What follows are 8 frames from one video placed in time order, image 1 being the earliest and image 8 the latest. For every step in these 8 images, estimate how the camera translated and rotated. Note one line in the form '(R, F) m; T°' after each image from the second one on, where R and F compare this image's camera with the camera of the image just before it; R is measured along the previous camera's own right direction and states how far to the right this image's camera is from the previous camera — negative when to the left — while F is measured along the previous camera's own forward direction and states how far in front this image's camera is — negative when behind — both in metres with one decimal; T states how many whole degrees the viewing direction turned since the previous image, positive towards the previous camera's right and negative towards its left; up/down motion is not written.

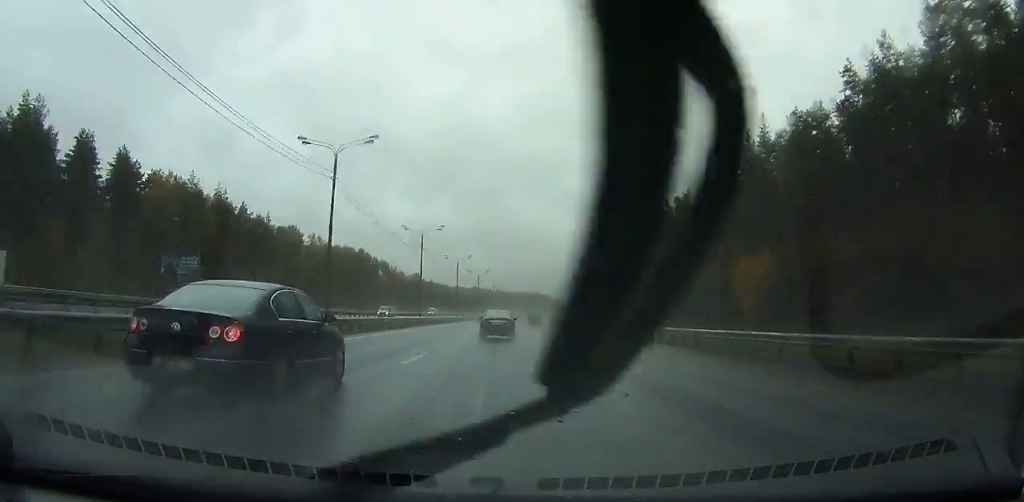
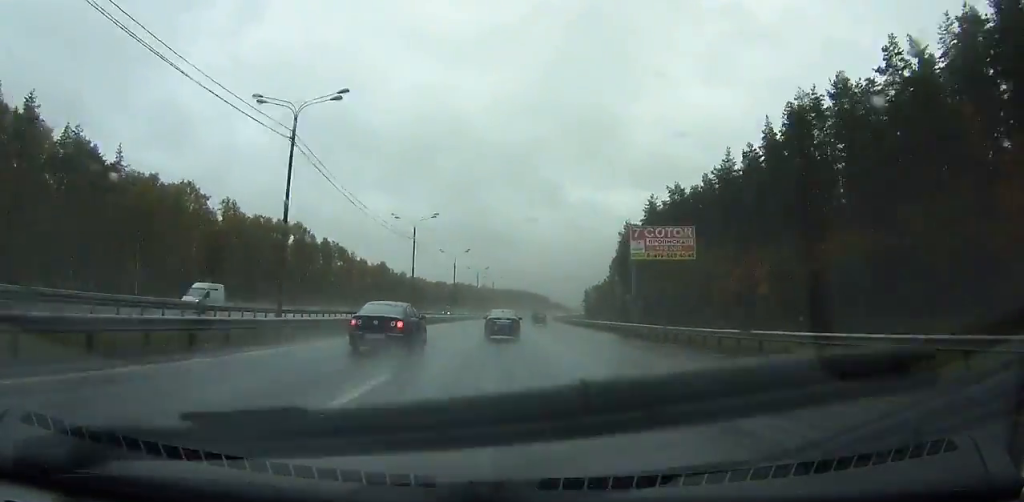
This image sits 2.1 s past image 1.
(+1.3, +52.3) m; +2°
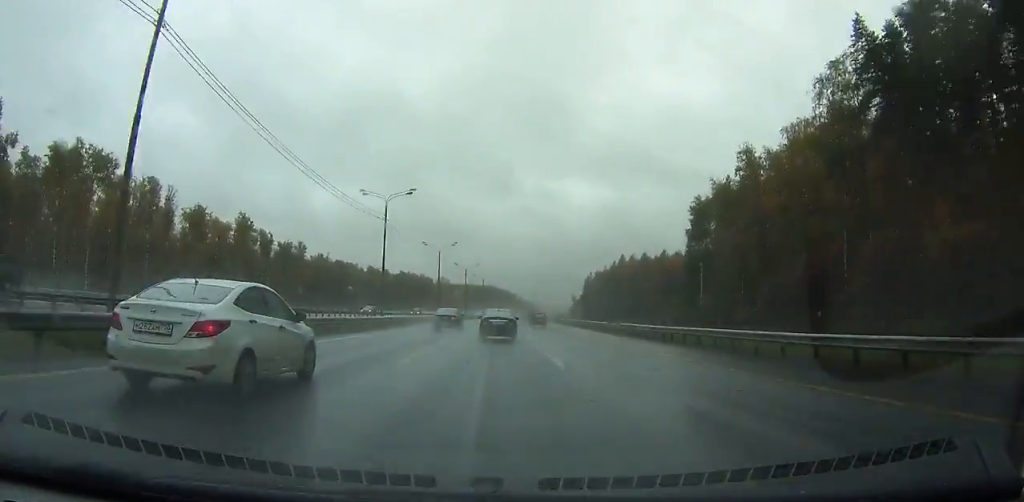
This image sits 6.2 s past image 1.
(+2.3, +103.6) m; +3°
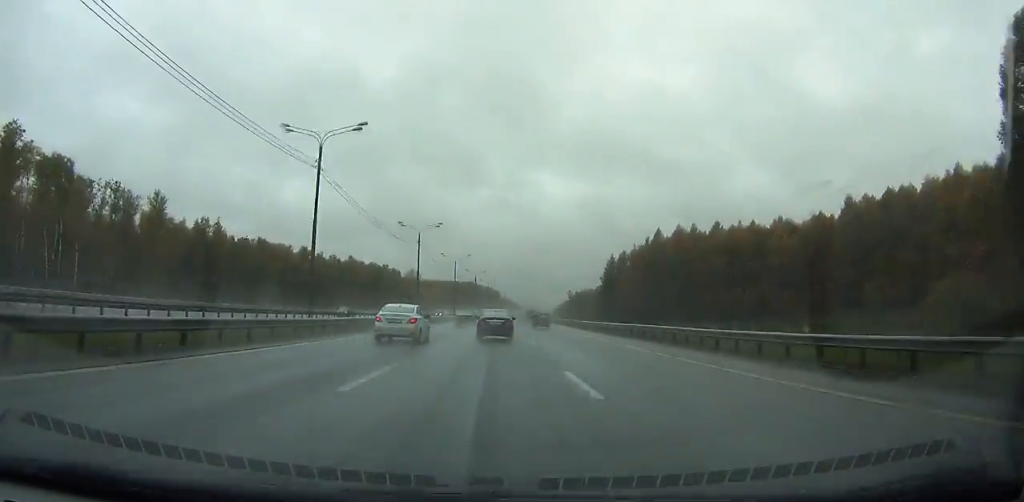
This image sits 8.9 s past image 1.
(+2.0, +69.0) m; +2°
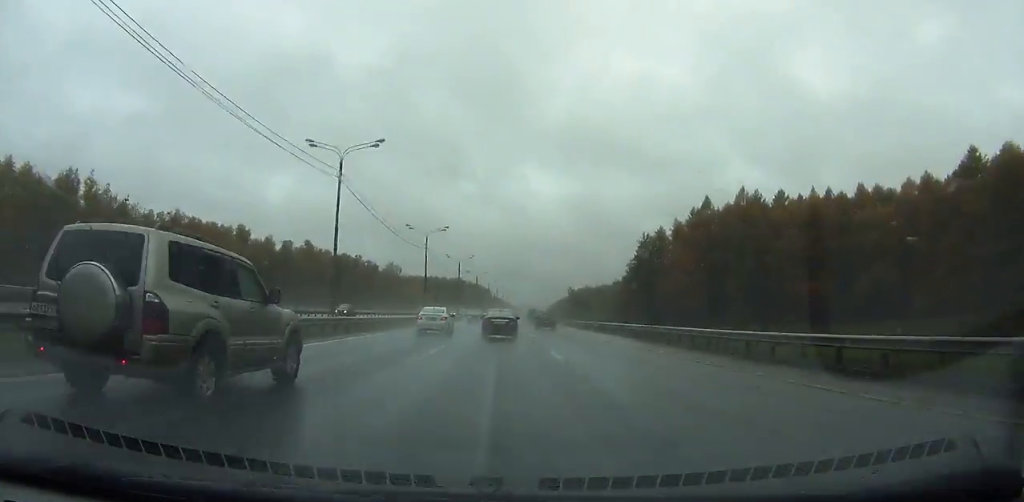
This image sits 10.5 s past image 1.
(+0.5, +41.1) m; +1°
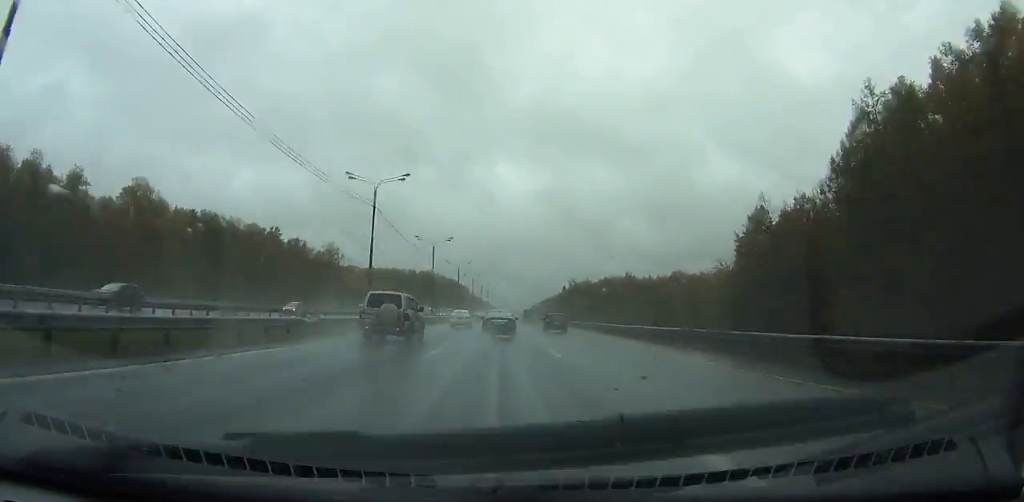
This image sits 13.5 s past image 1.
(+1.1, +77.8) m; +2°
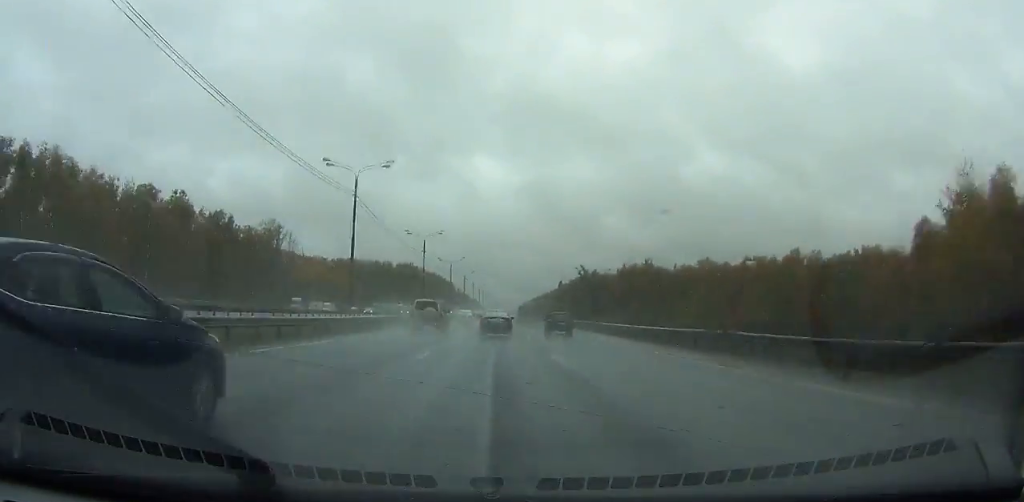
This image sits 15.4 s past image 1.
(+0.5, +49.7) m; +1°
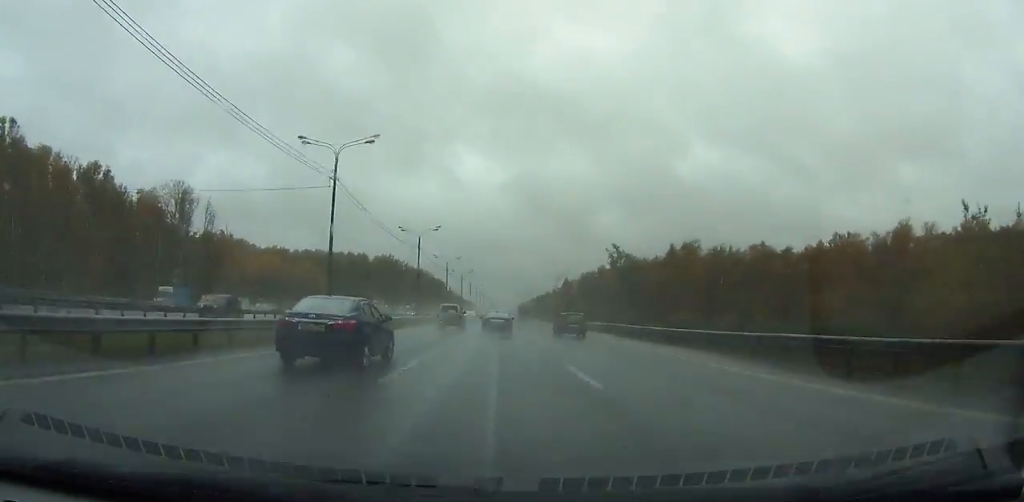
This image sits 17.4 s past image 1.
(+0.5, +53.0) m; +1°
